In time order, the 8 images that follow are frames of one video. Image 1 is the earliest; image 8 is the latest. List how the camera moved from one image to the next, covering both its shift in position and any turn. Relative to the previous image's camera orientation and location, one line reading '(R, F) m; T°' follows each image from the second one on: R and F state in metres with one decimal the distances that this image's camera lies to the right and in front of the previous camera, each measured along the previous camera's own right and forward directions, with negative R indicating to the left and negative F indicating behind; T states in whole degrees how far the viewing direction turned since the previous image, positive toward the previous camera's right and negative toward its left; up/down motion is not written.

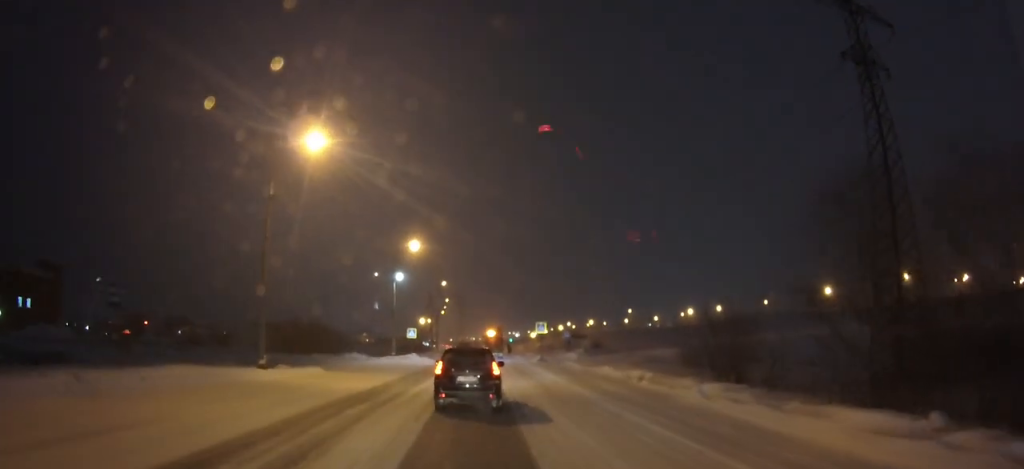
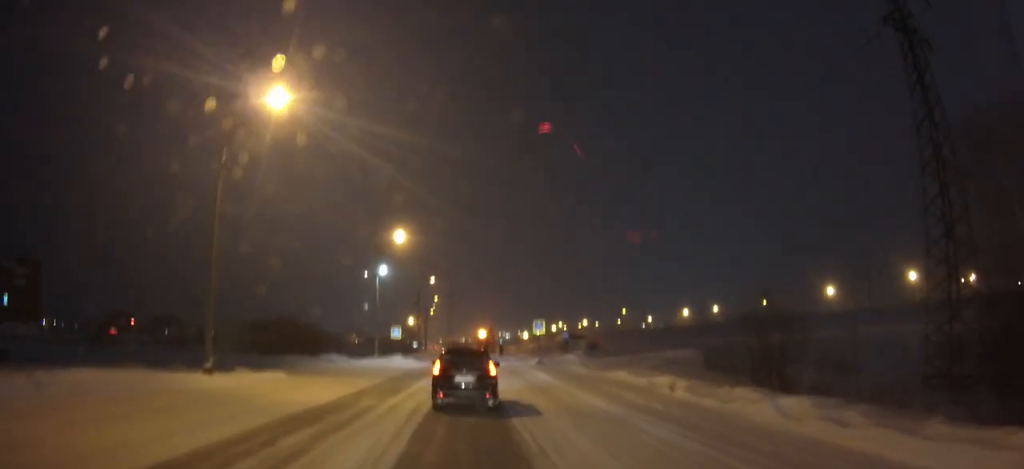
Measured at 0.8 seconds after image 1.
(0.0, +5.3) m; 0°
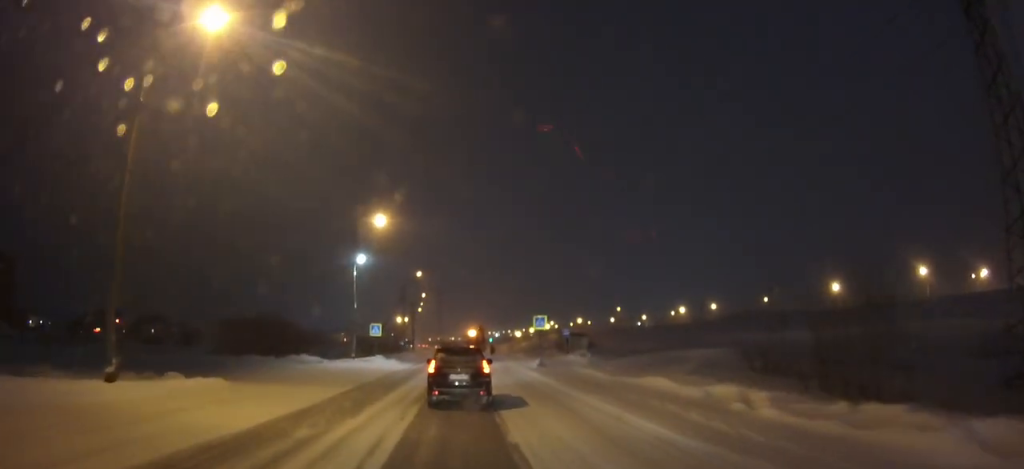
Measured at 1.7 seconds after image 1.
(0.0, +6.7) m; 0°
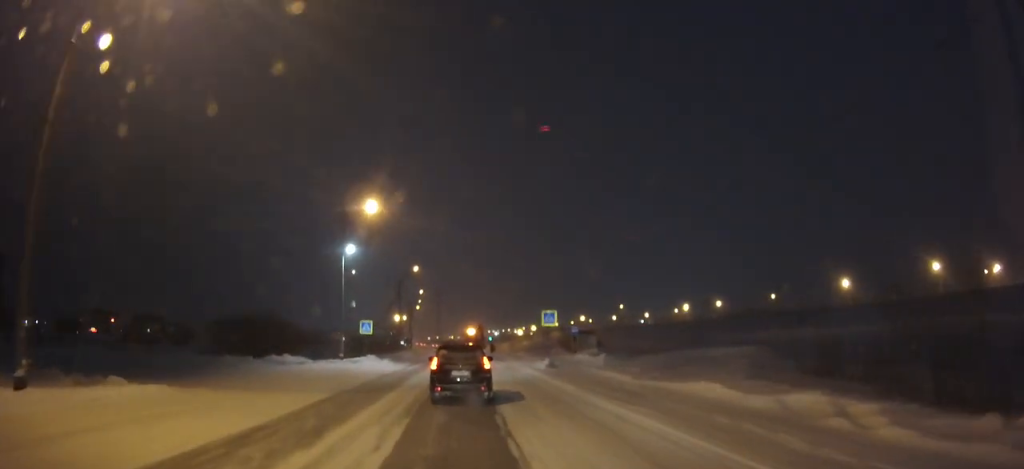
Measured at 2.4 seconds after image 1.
(0.0, +4.7) m; 0°
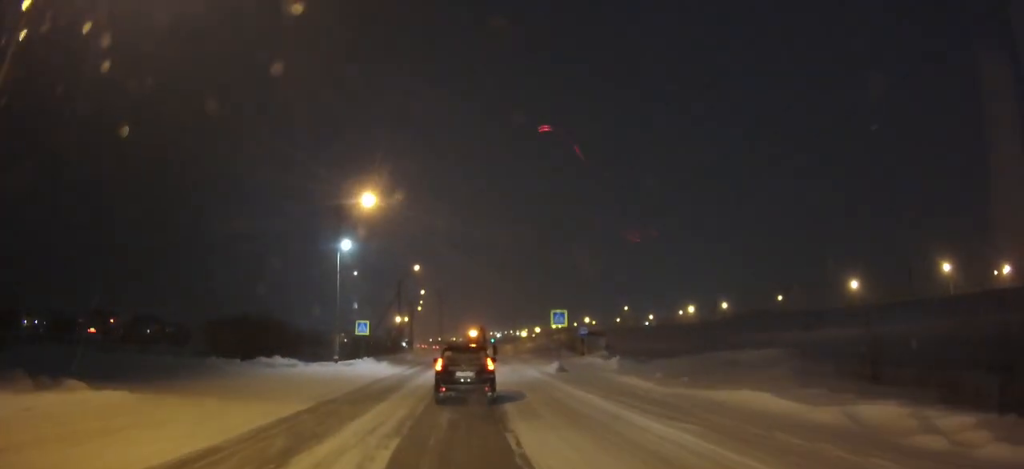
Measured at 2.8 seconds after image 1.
(0.0, +2.8) m; 0°
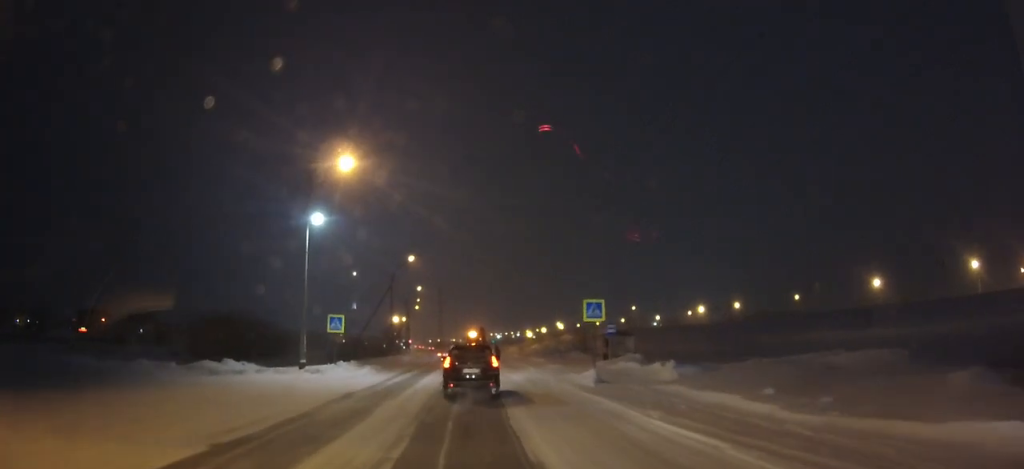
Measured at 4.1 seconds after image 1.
(0.0, +9.3) m; 0°
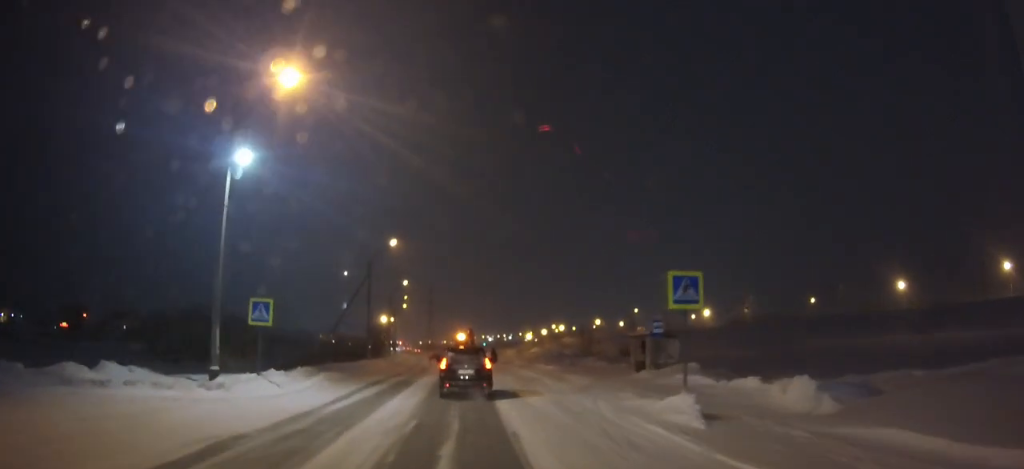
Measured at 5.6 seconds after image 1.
(+0.1, +11.6) m; +1°
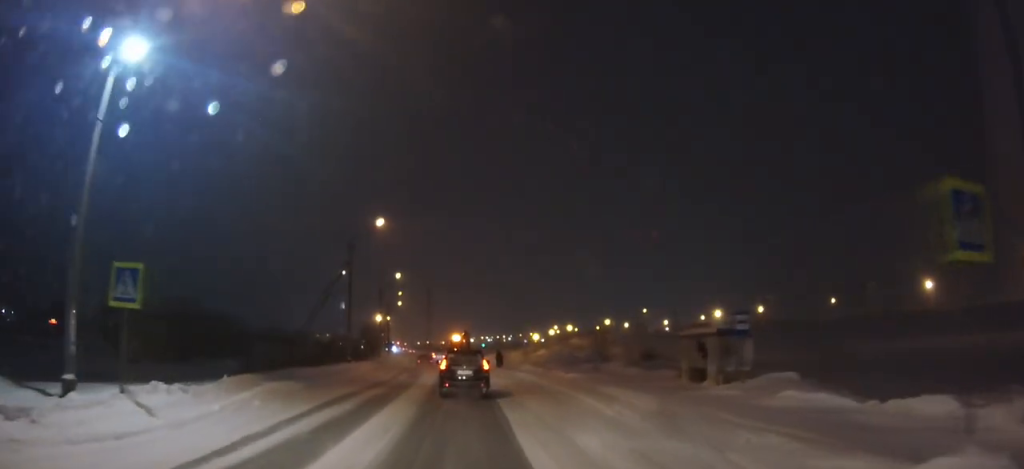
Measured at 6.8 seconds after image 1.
(0.0, +9.5) m; 0°
